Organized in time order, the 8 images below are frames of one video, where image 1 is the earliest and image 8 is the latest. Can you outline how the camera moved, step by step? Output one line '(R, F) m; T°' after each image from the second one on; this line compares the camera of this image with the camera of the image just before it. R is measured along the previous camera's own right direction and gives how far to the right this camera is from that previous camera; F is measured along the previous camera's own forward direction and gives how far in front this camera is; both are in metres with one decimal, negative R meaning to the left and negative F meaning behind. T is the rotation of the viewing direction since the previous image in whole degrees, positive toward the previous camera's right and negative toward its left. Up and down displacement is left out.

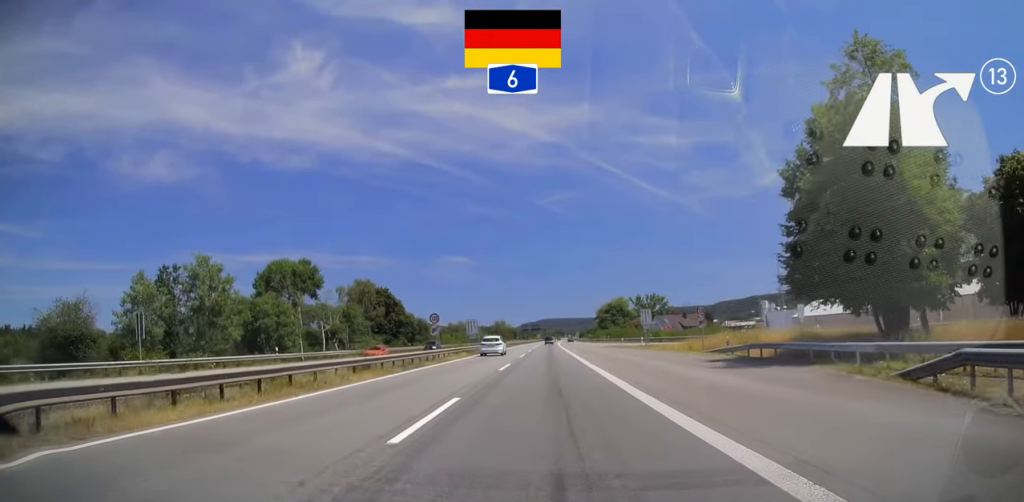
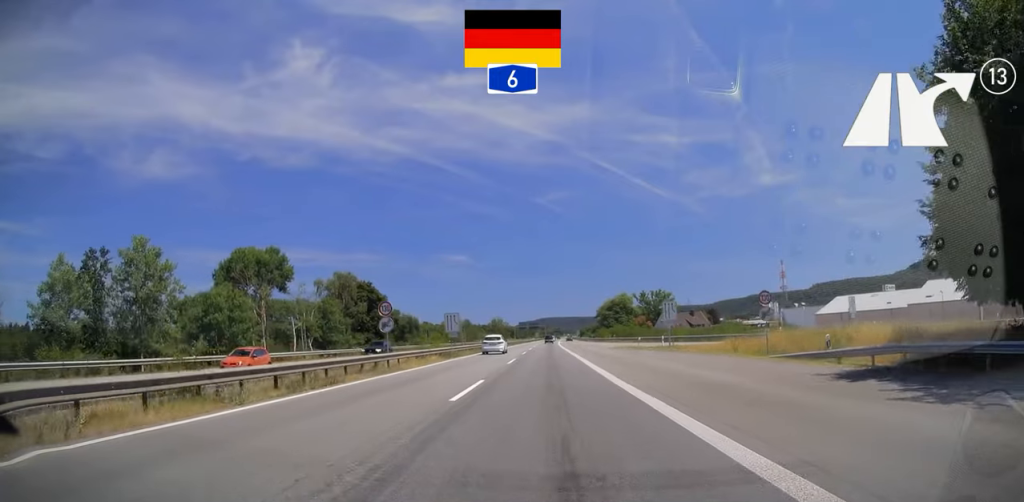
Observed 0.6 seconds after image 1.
(-0.3, +13.0) m; +1°
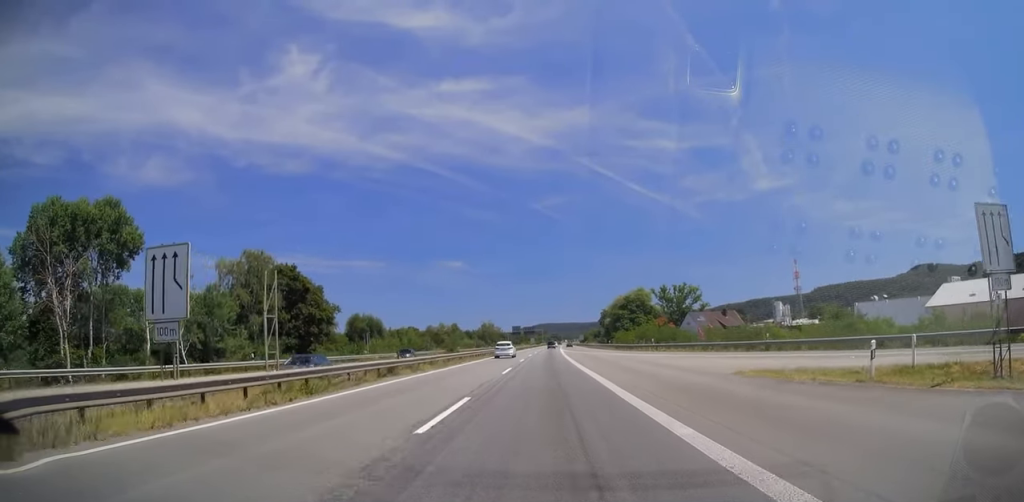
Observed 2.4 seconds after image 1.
(+0.8, +40.3) m; 0°
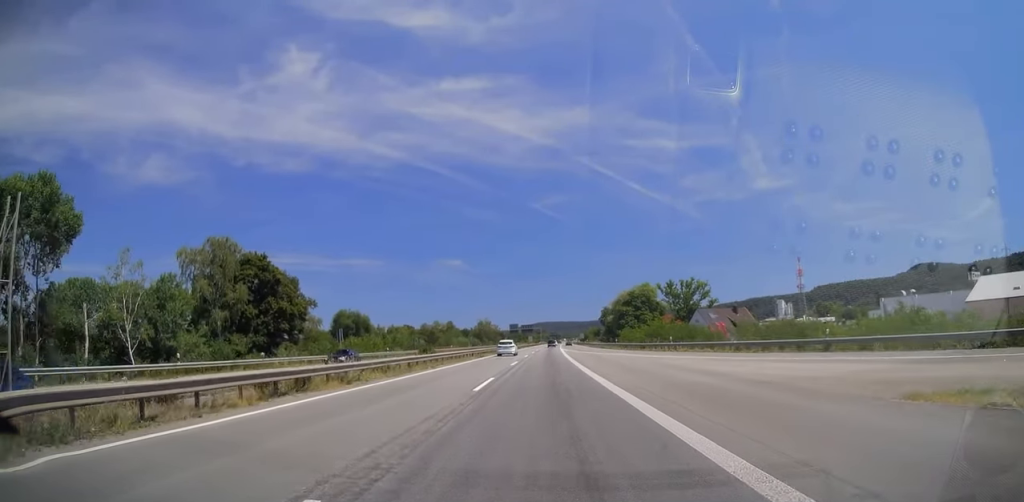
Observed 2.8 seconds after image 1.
(0.0, +10.1) m; 0°
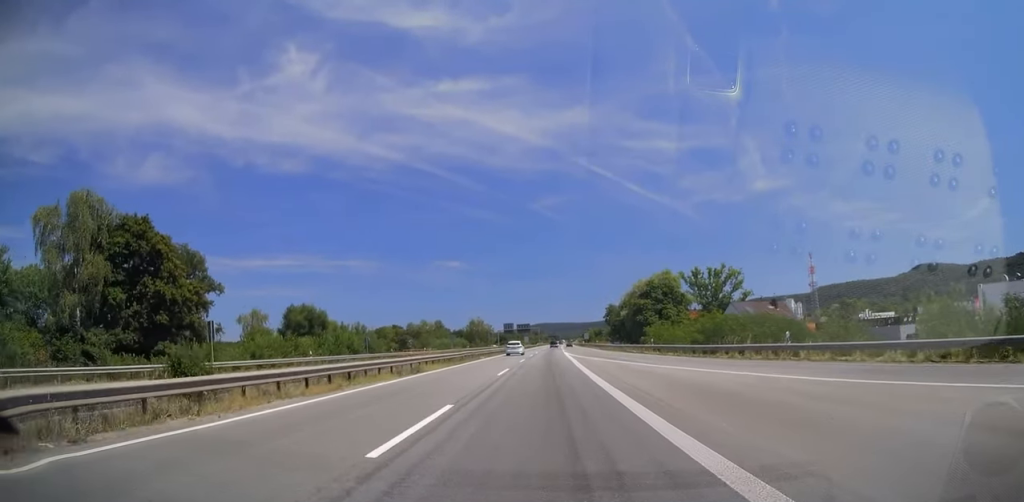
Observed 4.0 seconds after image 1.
(0.0, +26.9) m; 0°
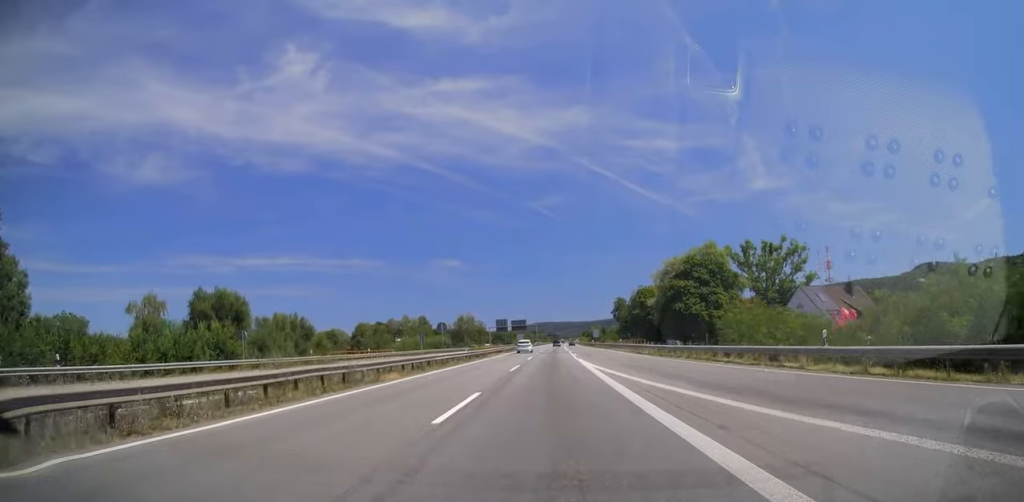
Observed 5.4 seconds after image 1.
(0.0, +31.6) m; +1°
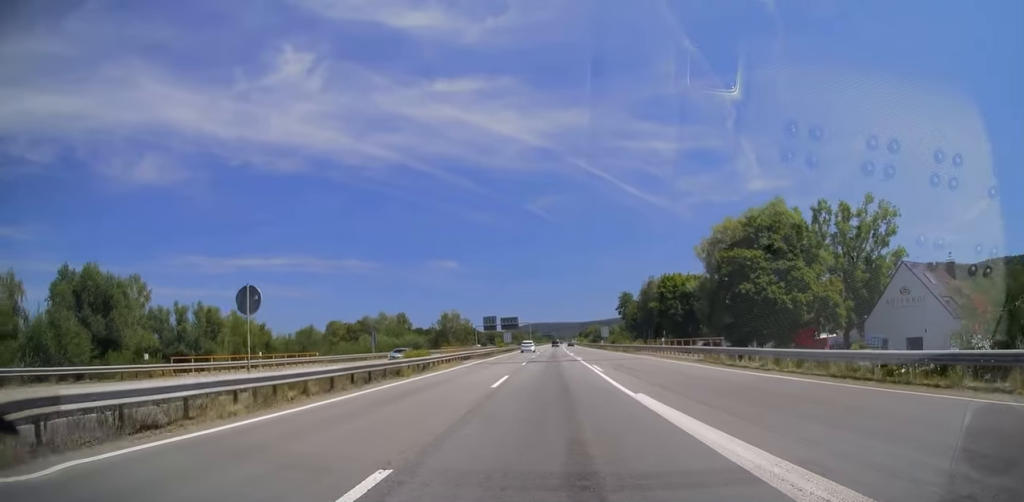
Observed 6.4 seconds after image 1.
(+0.3, +26.7) m; 0°
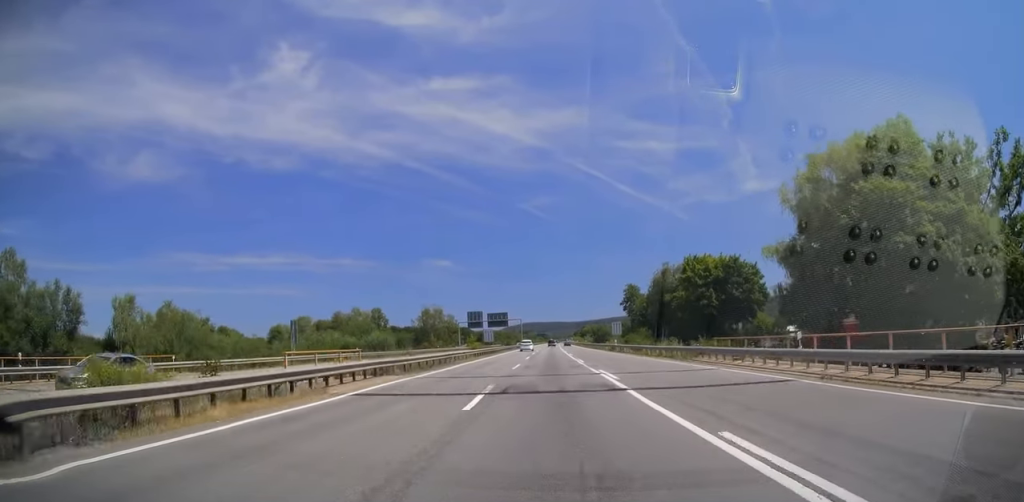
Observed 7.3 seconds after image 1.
(-0.4, +23.6) m; 0°
